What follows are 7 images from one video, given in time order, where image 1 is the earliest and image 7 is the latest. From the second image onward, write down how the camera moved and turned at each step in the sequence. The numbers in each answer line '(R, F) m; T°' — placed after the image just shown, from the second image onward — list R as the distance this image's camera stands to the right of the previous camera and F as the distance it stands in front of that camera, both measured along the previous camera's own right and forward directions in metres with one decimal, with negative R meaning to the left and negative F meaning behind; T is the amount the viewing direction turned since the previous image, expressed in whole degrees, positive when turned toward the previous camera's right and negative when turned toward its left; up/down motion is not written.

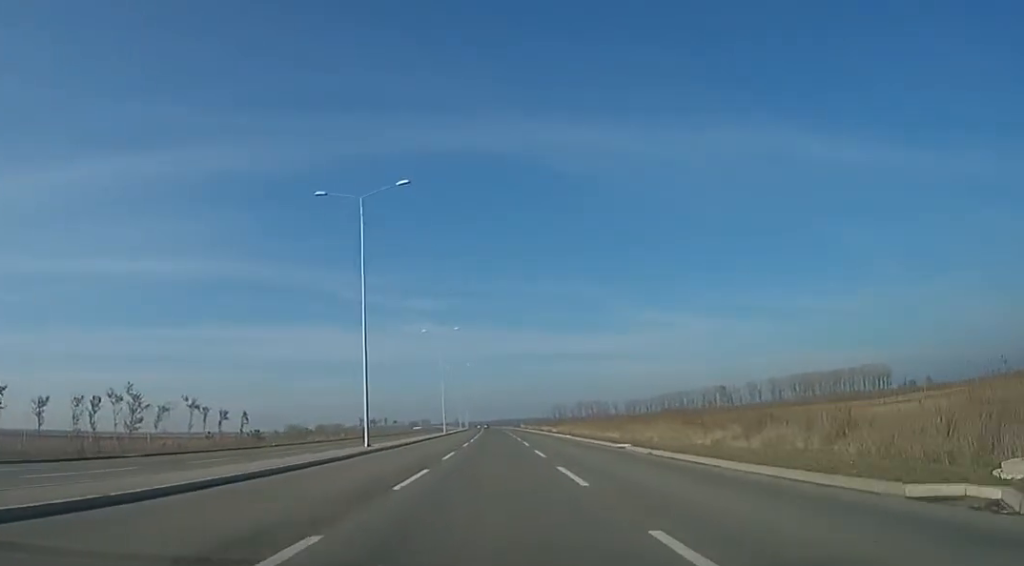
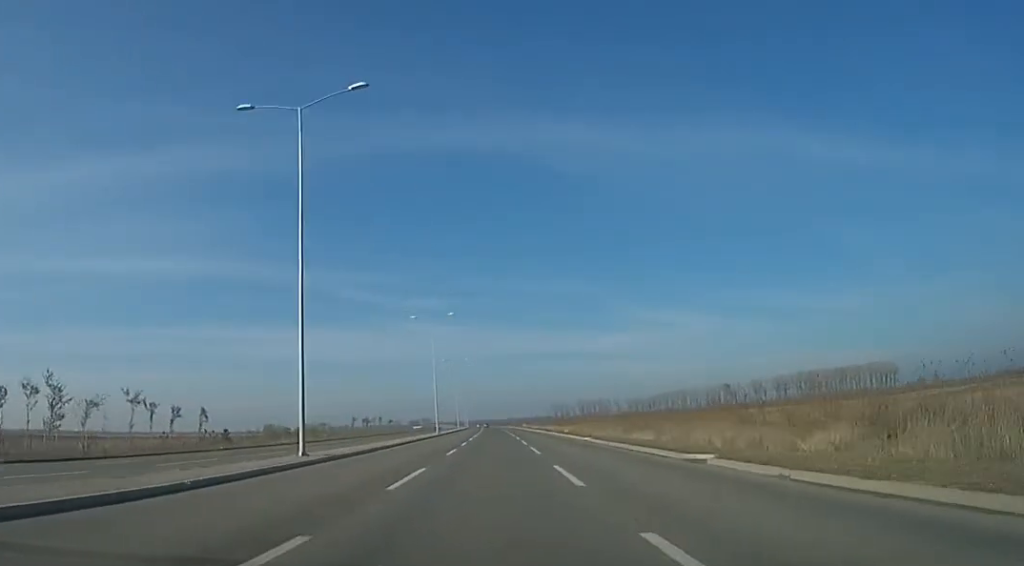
(+0.6, +10.0) m; 0°
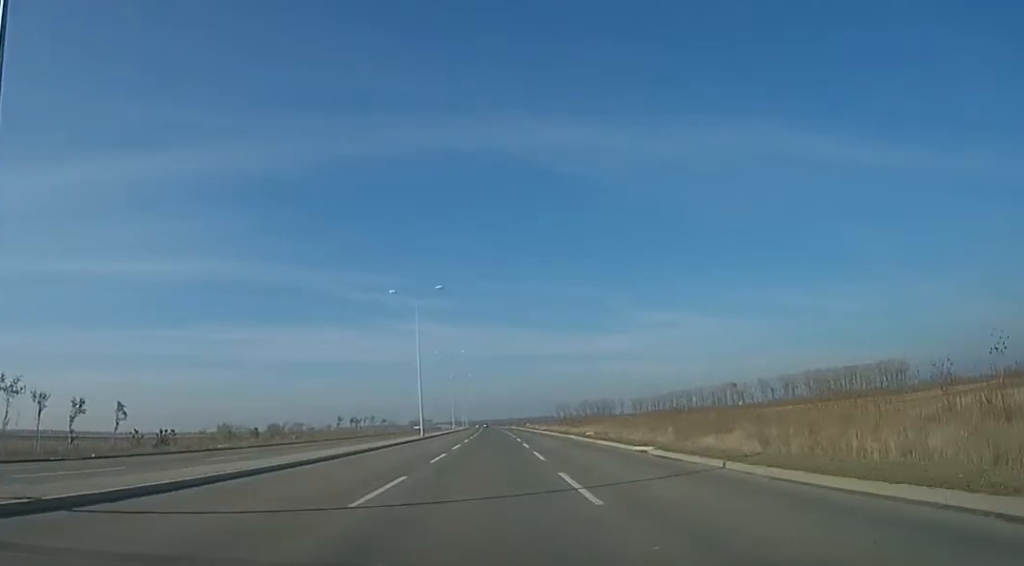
(-0.9, +14.4) m; -2°
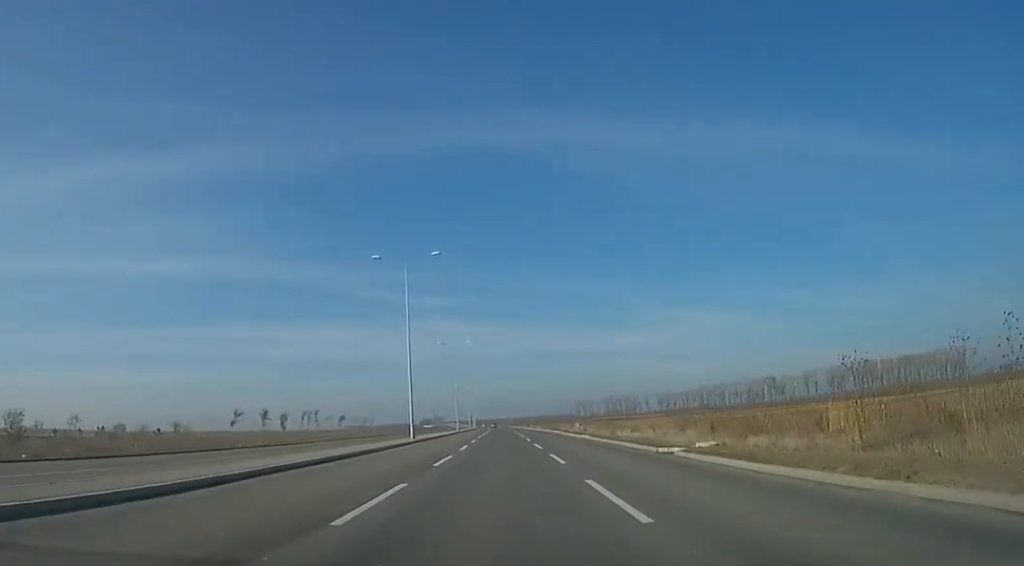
(-1.5, +61.6) m; -1°
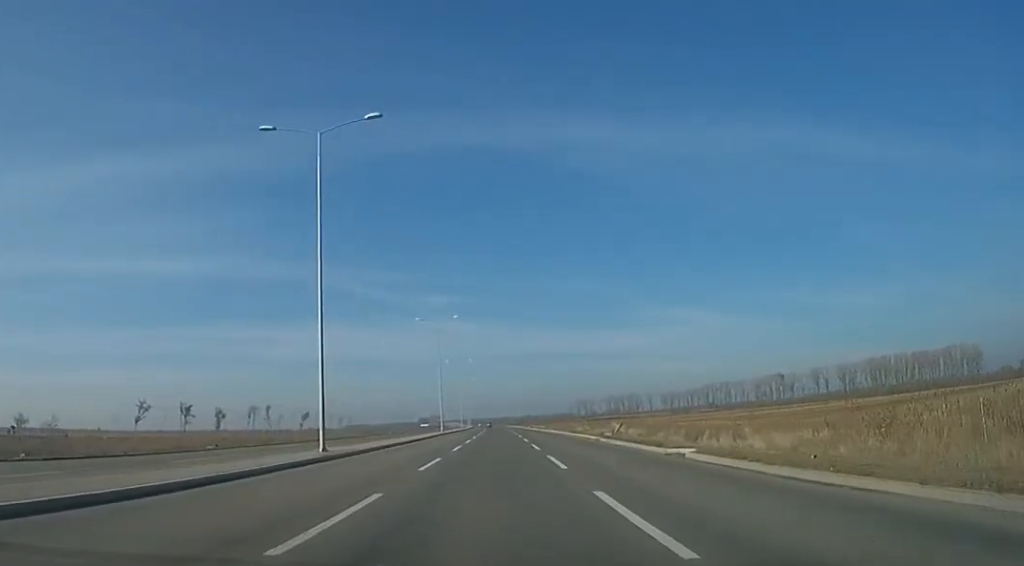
(0.0, +21.7) m; 0°
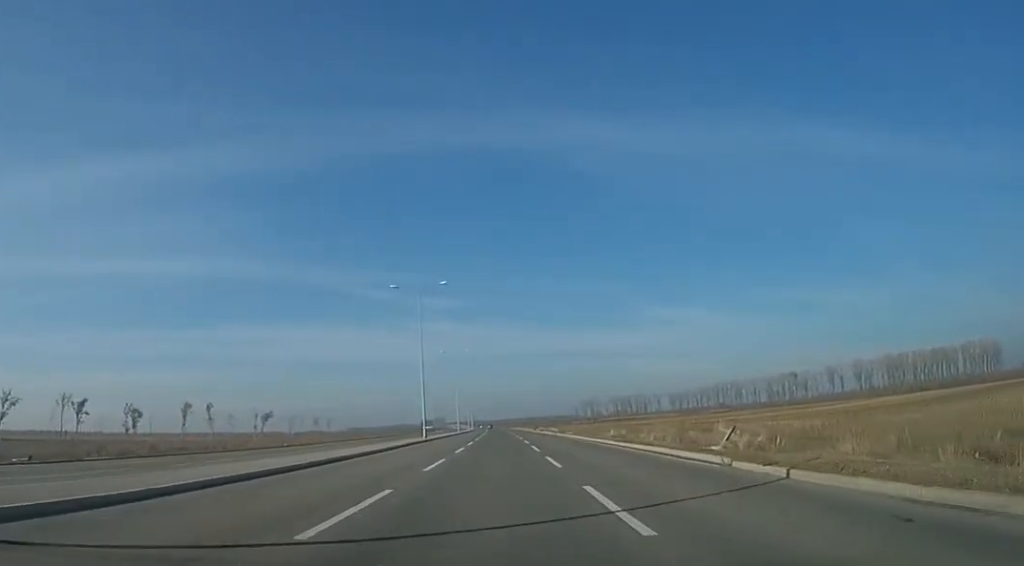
(0.0, +18.9) m; 0°
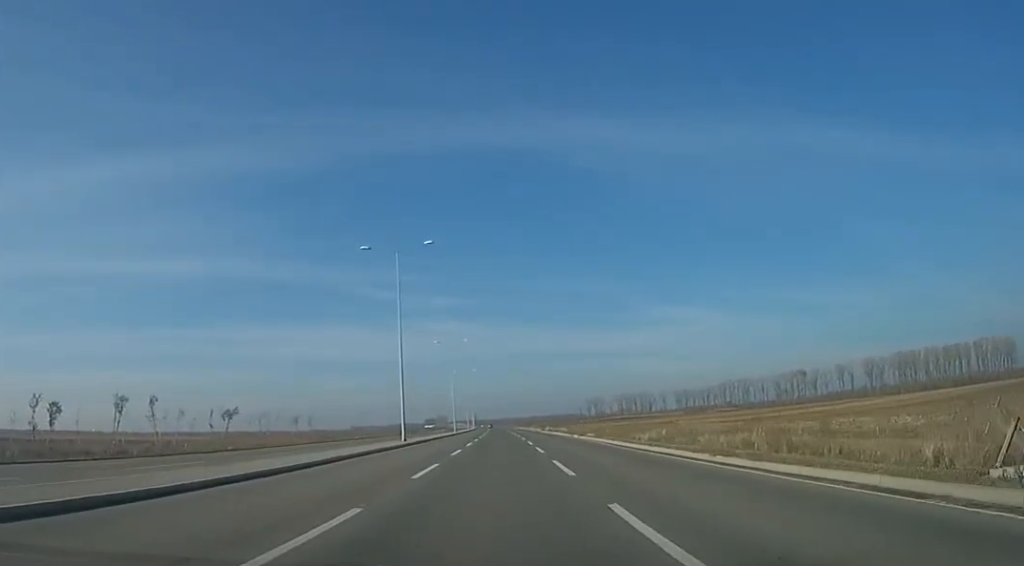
(0.0, +12.4) m; 0°
